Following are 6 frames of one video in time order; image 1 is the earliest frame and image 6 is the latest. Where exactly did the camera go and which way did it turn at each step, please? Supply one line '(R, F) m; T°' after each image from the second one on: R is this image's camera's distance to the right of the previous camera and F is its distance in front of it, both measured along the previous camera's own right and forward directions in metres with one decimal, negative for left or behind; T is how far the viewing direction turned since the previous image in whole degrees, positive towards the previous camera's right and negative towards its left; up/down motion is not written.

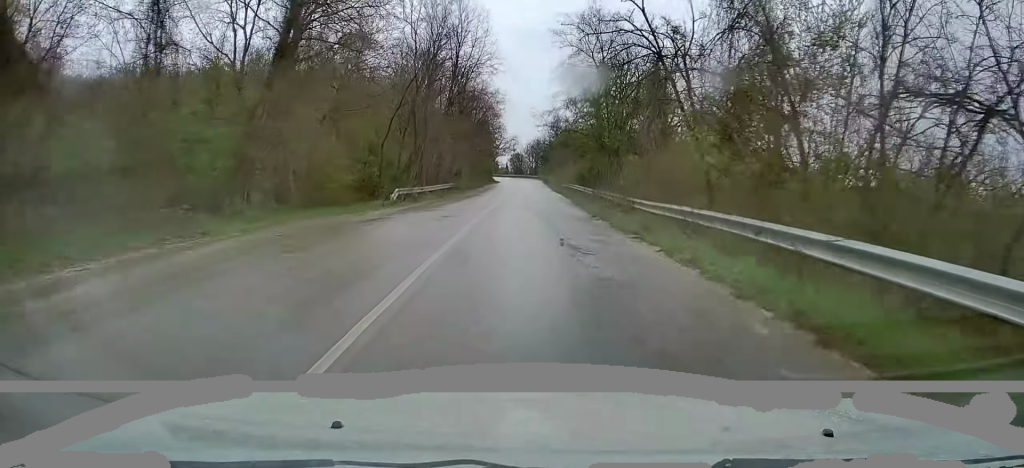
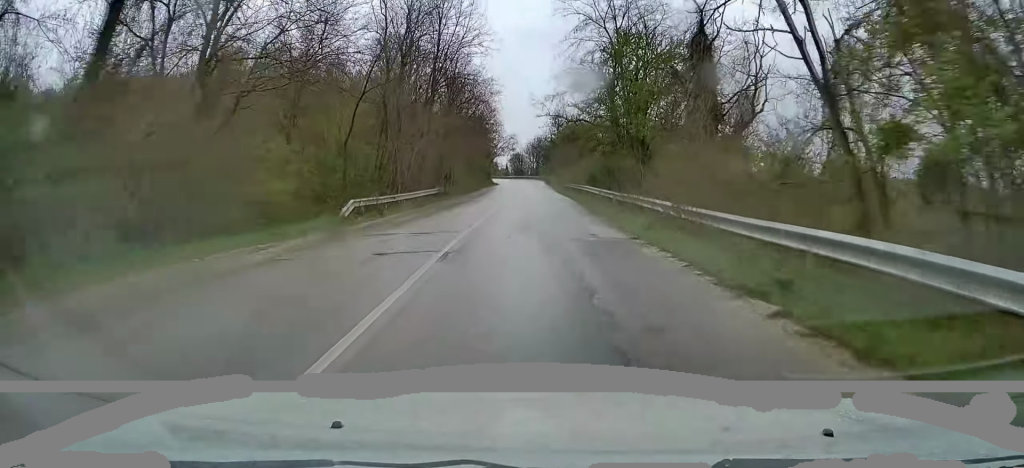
(-0.1, +8.3) m; 0°
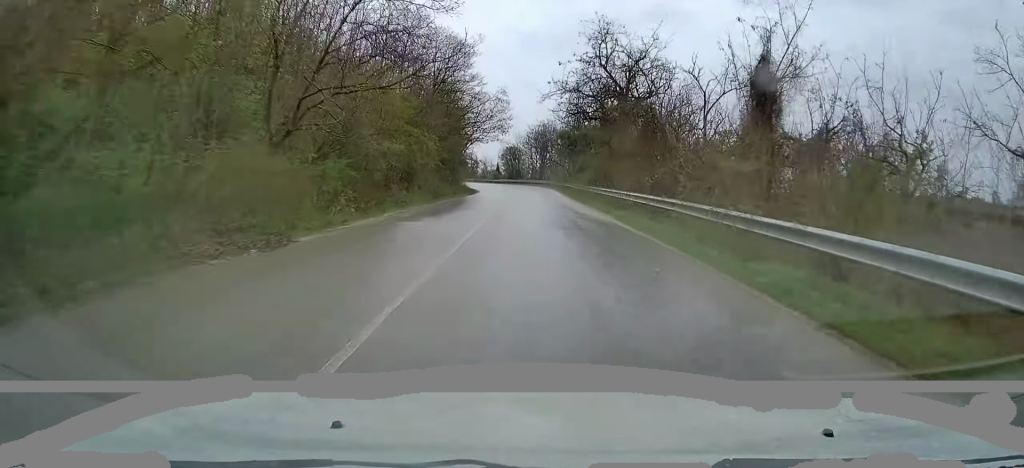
(-0.6, +54.0) m; 0°
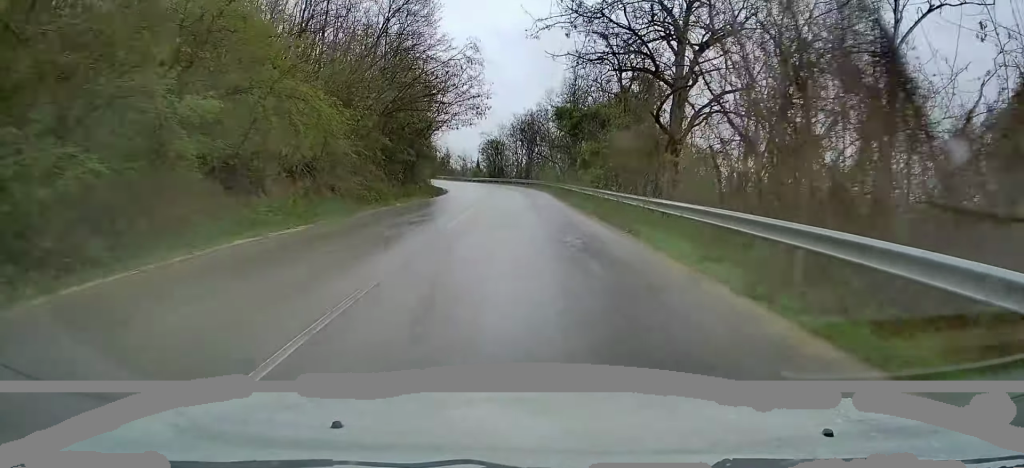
(+0.3, +17.1) m; +1°
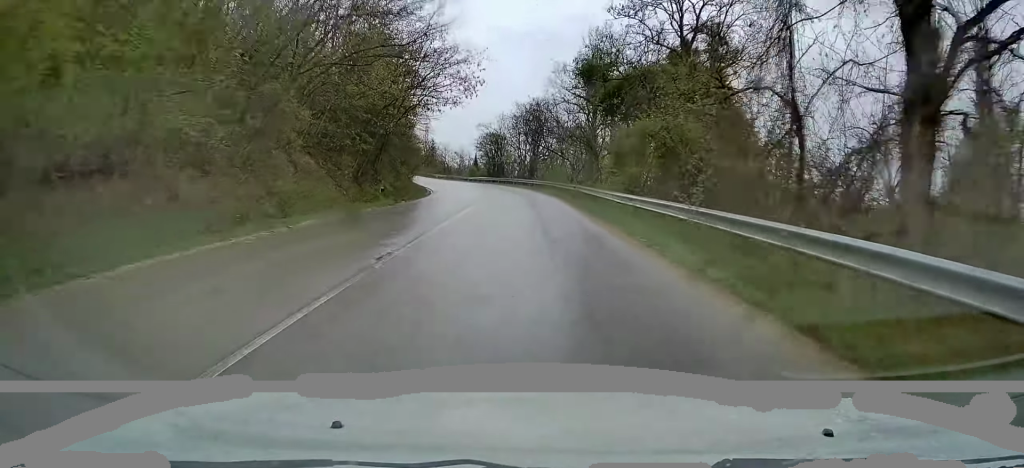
(0.0, +13.6) m; 0°
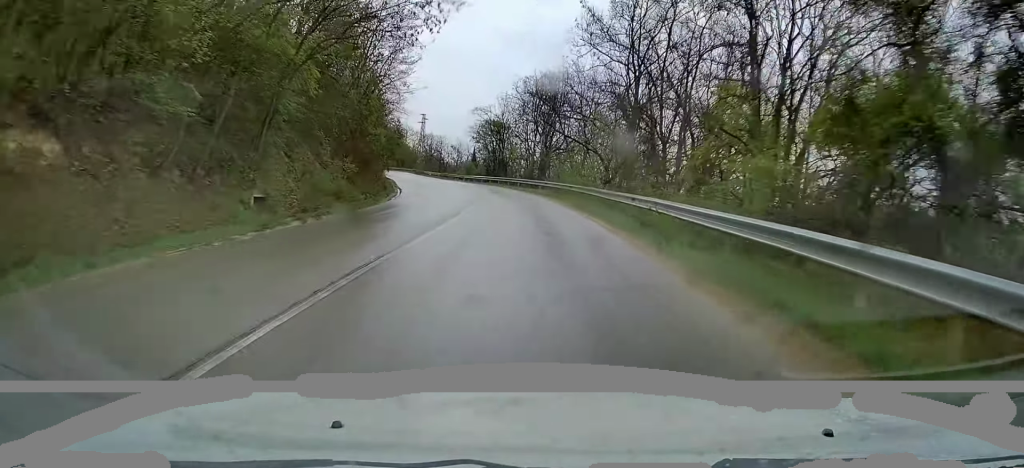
(-0.2, +17.9) m; -2°
